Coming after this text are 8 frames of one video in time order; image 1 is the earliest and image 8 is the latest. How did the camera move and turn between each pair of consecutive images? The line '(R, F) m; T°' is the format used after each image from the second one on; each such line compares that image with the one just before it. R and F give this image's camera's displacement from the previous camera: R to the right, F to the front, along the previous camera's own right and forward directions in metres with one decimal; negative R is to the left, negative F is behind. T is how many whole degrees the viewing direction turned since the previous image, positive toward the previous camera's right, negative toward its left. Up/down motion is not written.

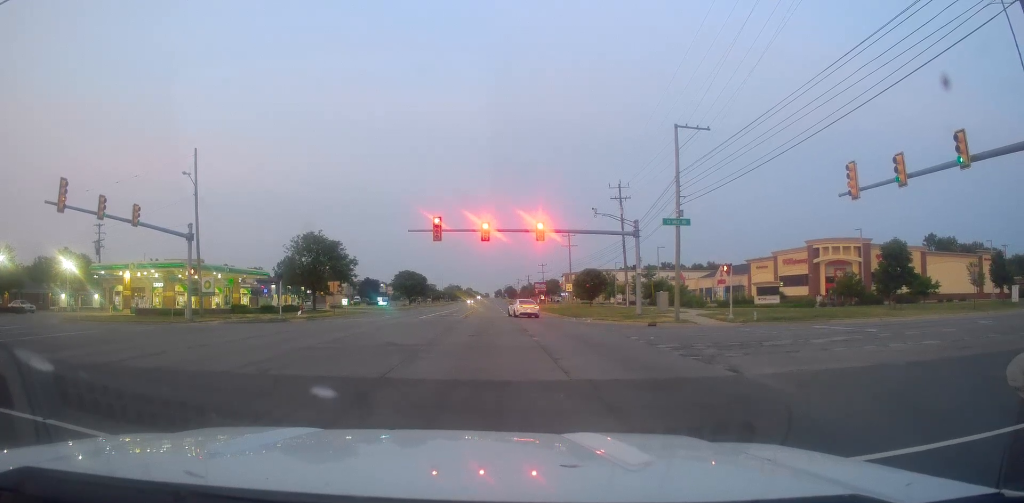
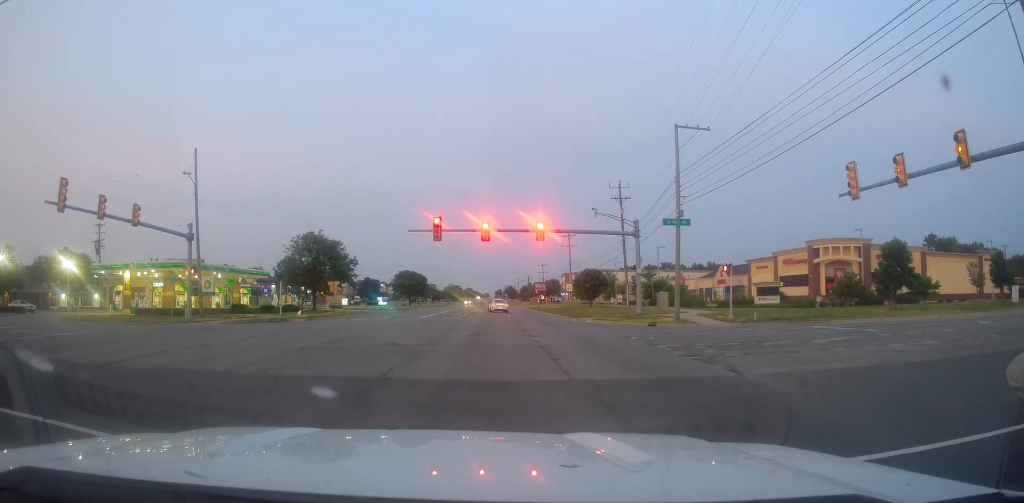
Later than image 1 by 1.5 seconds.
(0.0, 0.0) m; 0°
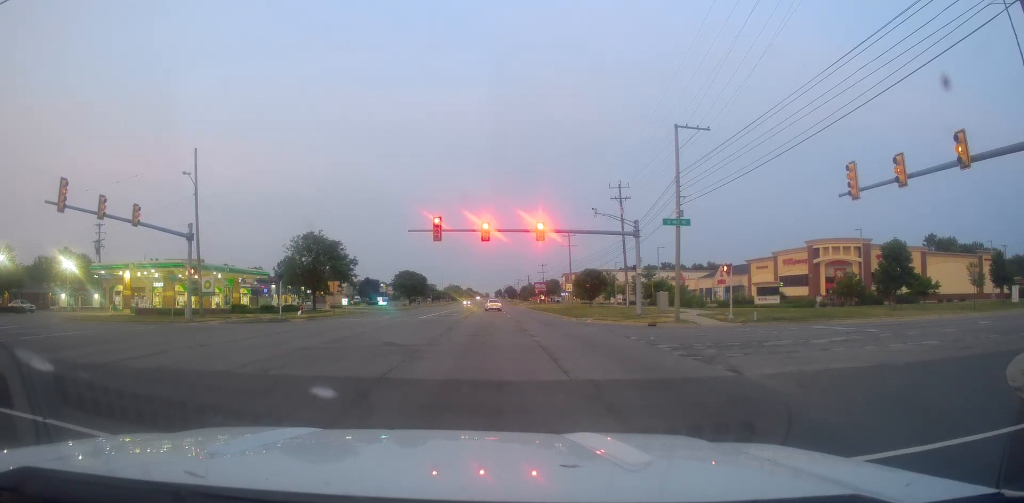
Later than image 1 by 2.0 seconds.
(0.0, 0.0) m; 0°
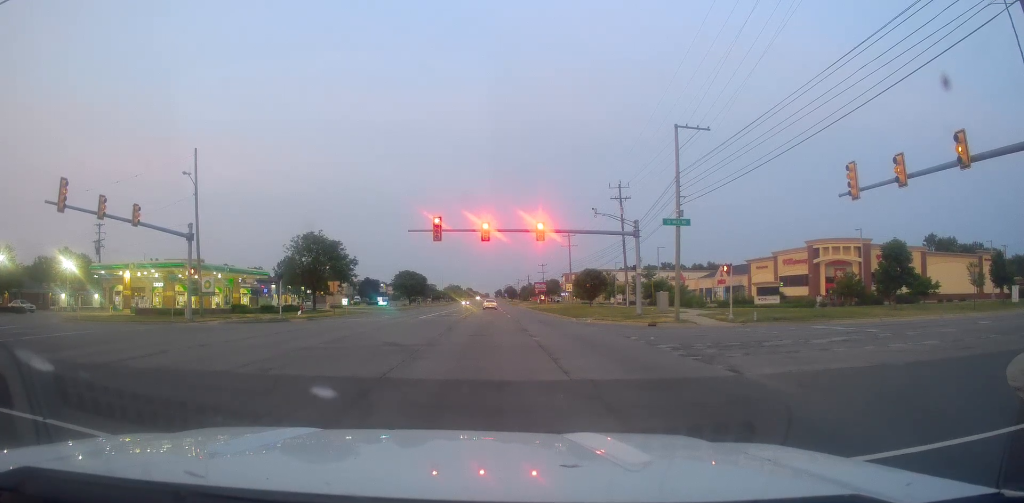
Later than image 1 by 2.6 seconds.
(0.0, 0.0) m; 0°
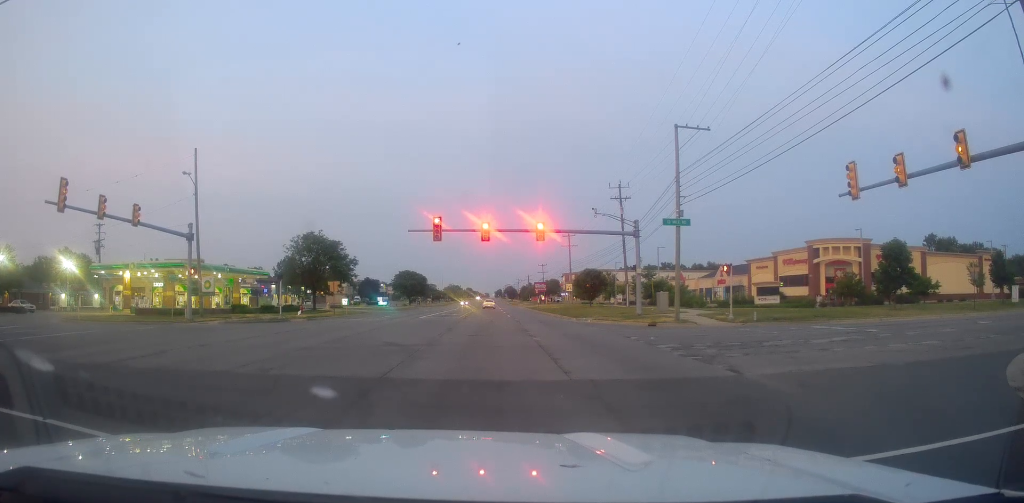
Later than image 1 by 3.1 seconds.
(0.0, 0.0) m; 0°
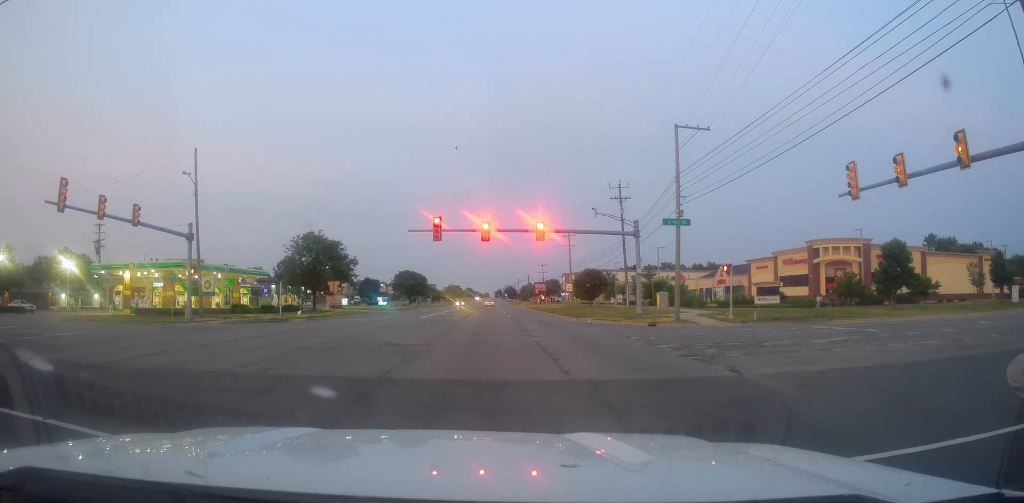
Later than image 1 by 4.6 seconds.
(0.0, 0.0) m; 0°
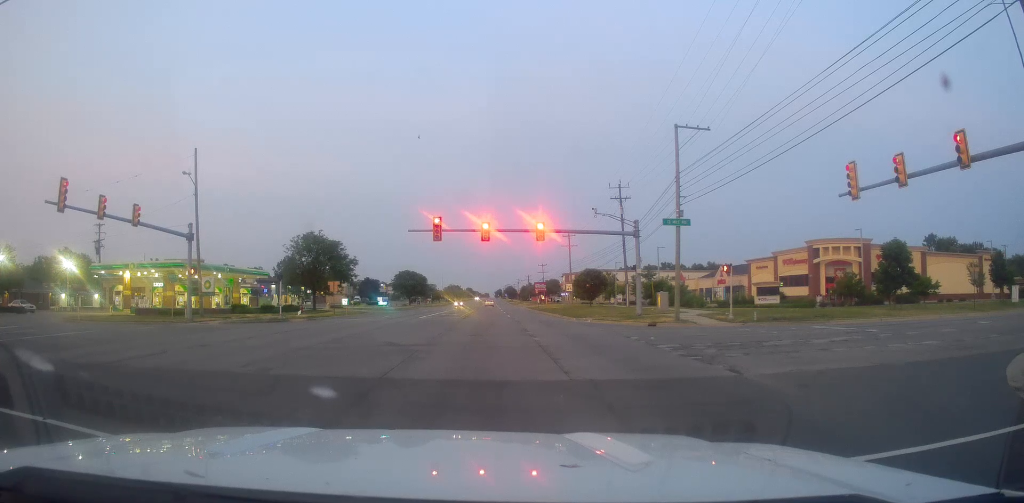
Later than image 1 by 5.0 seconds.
(0.0, 0.0) m; 0°
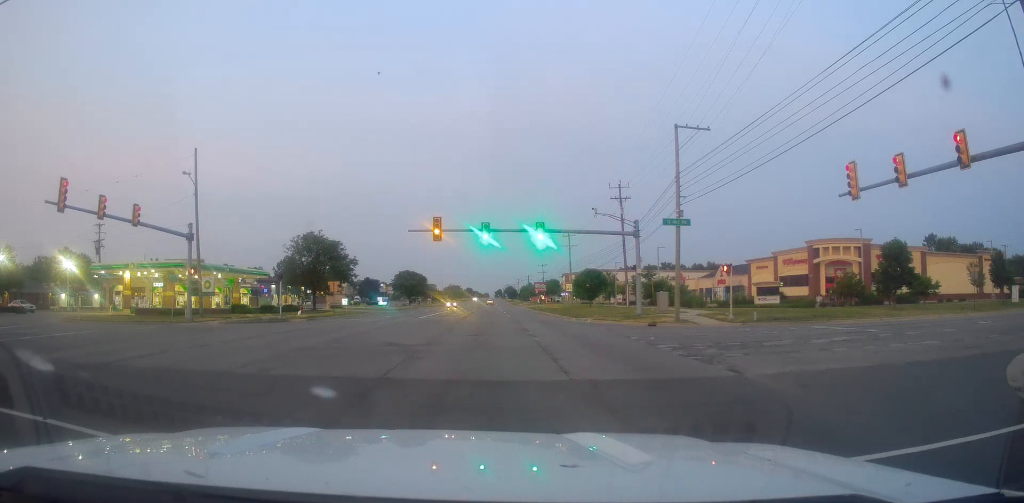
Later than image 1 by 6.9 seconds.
(0.0, 0.0) m; 0°
